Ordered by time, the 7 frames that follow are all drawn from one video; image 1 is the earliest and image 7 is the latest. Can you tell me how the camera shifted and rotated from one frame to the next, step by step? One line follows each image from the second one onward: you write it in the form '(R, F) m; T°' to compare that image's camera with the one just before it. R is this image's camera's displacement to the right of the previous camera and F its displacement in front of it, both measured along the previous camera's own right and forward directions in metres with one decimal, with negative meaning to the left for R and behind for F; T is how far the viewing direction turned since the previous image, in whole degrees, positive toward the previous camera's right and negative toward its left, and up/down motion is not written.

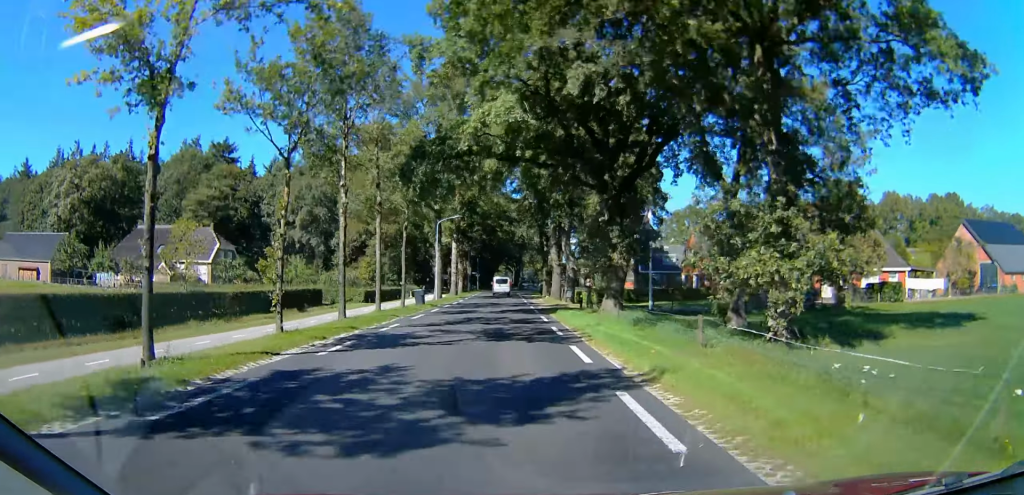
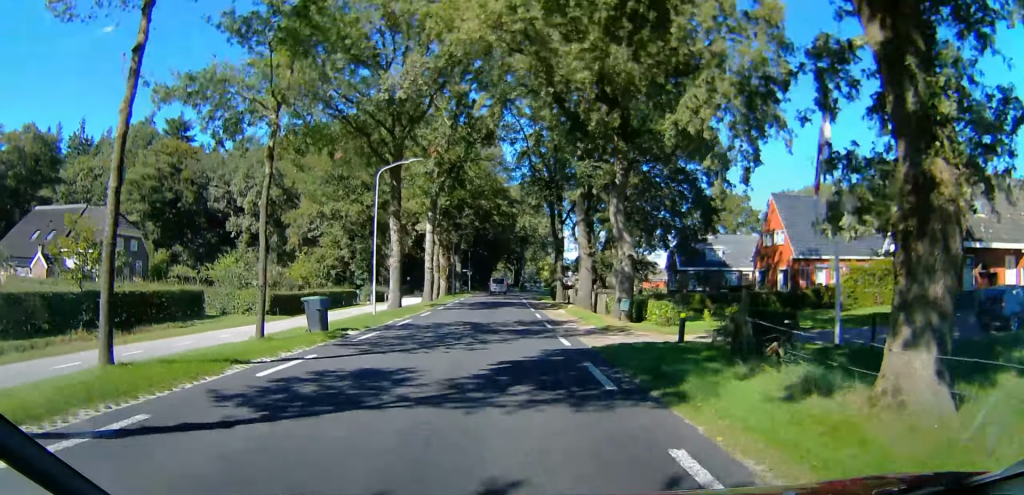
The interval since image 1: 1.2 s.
(+0.1, +20.6) m; -1°
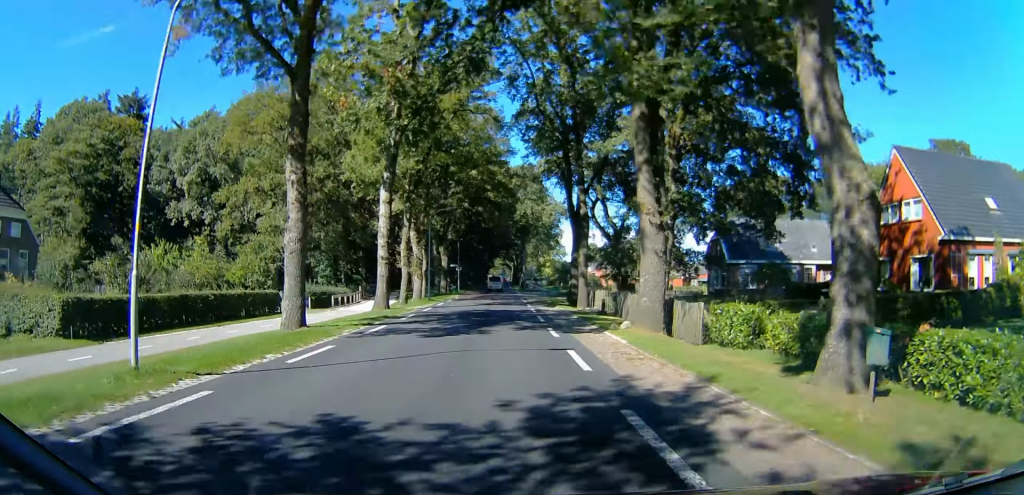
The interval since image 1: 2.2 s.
(-0.4, +16.3) m; -2°
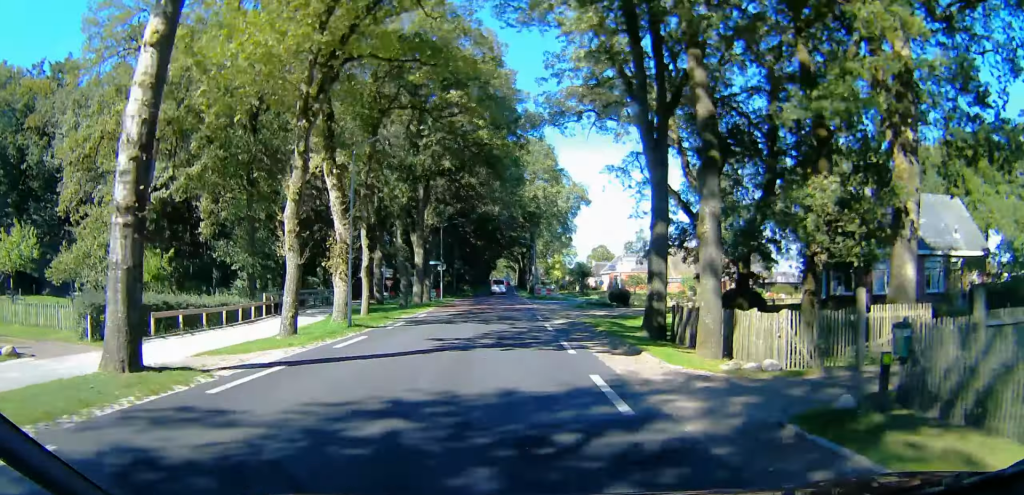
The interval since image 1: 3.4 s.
(+0.1, +21.2) m; +3°
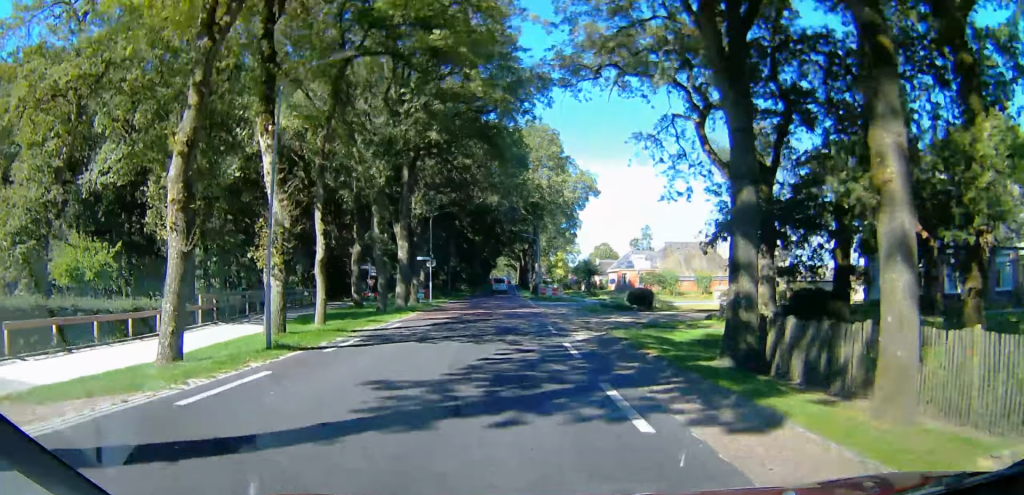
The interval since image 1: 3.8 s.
(+0.1, +6.9) m; +1°
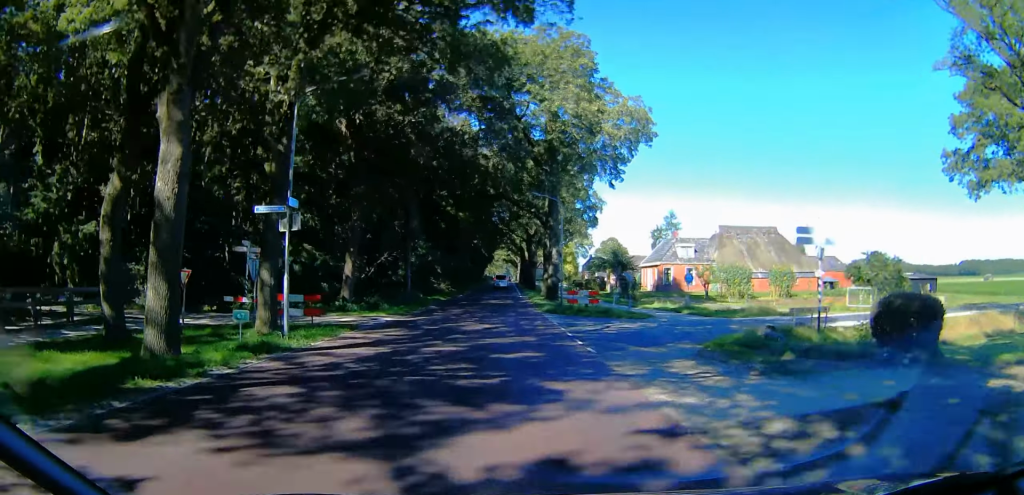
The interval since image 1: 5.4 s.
(+0.1, +26.0) m; 0°
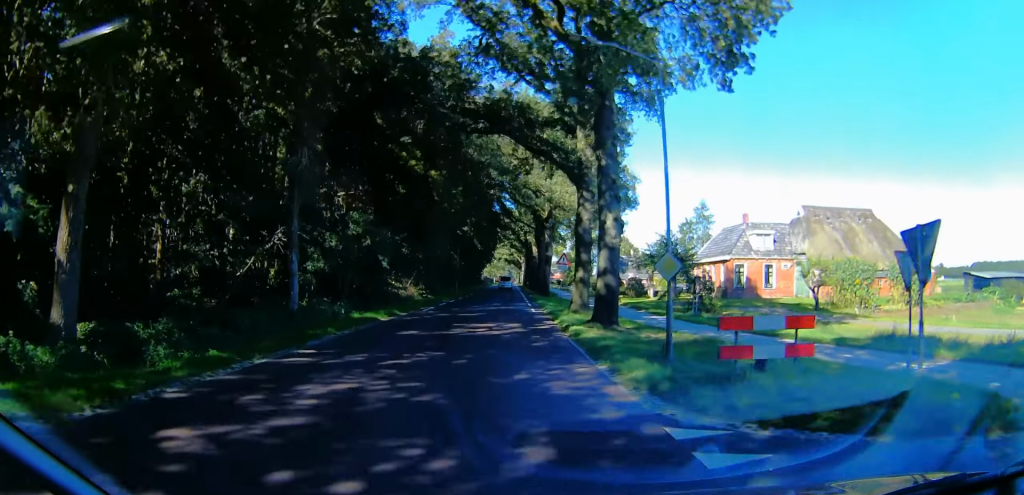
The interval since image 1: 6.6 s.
(0.0, +21.3) m; 0°
